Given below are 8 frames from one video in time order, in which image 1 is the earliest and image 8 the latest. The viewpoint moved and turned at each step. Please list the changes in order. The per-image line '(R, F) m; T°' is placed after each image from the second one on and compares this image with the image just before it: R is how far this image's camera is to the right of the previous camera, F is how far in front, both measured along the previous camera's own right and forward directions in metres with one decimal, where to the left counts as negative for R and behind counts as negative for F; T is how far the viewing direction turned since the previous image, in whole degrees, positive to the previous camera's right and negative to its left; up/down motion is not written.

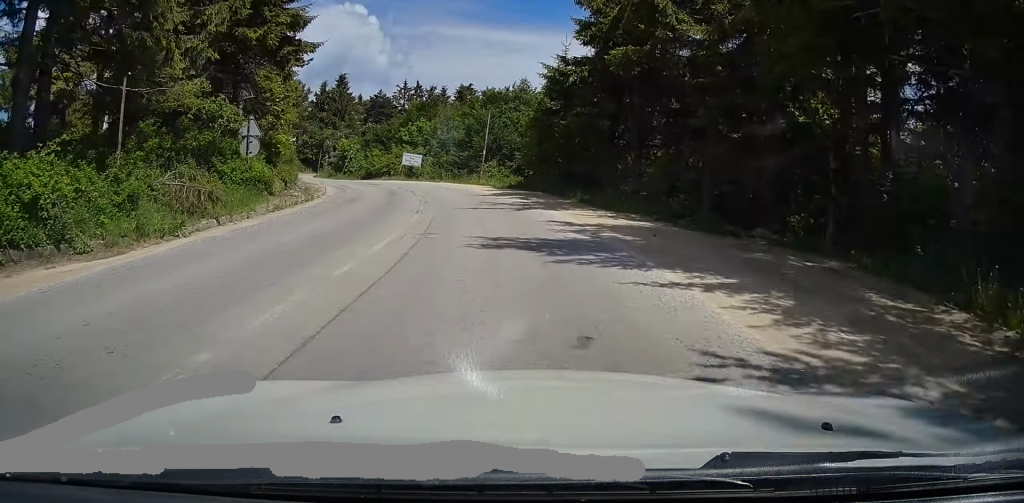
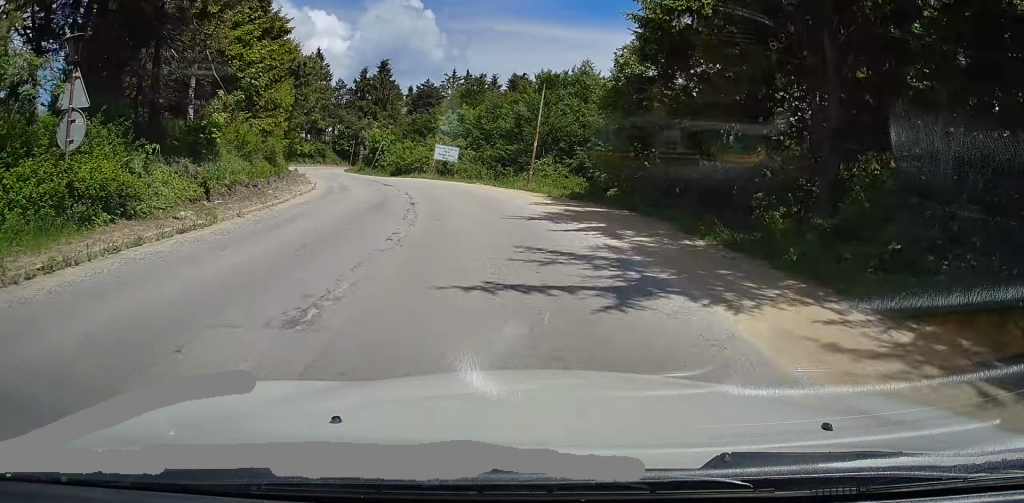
(-0.3, +10.8) m; -6°
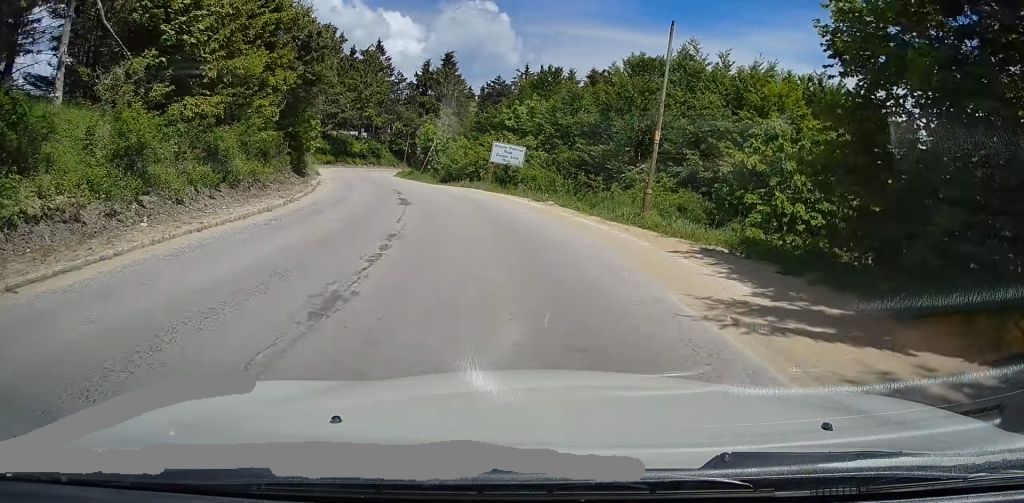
(-0.9, +12.0) m; -8°
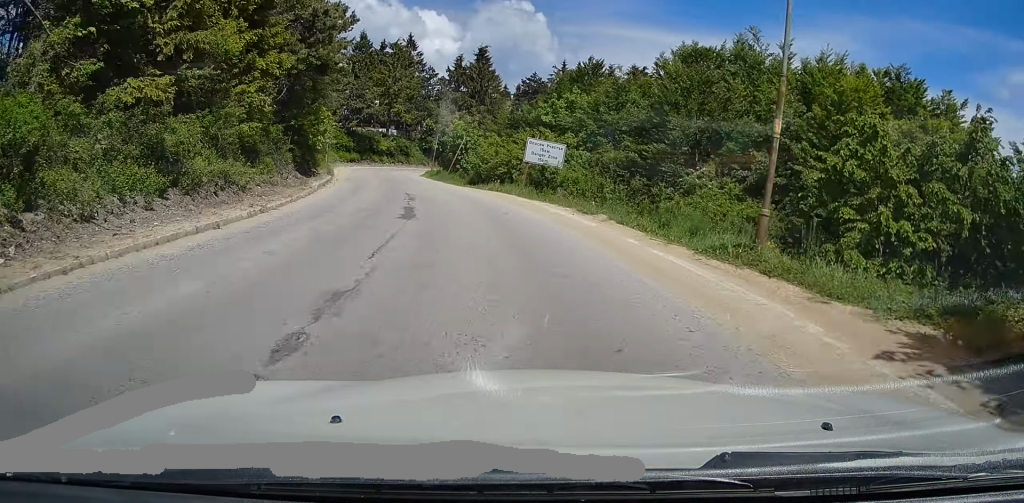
(-0.1, +5.0) m; -3°
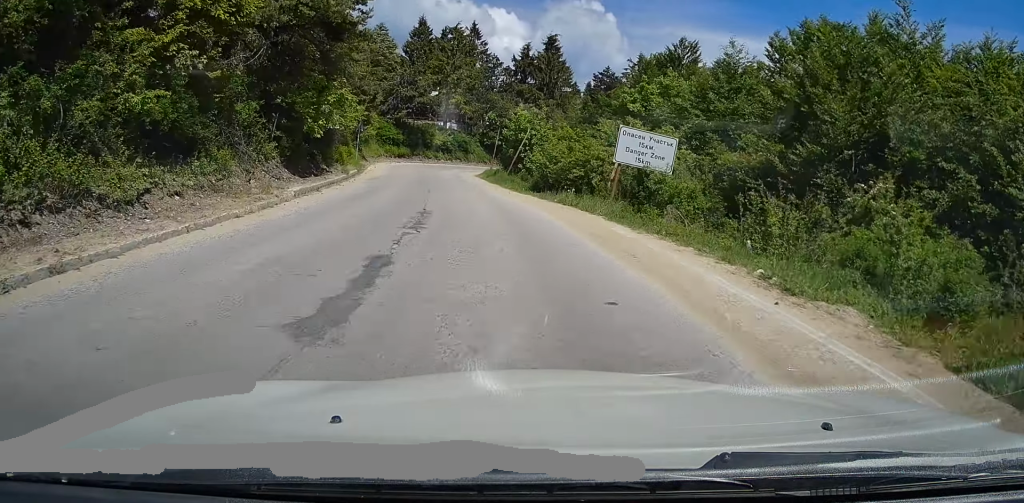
(-0.4, +9.8) m; -5°
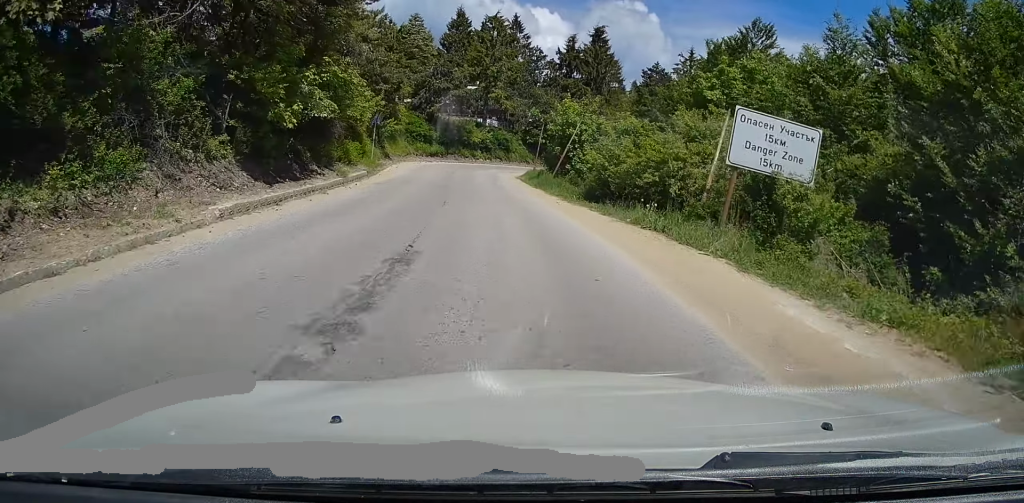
(-0.1, +6.9) m; -3°
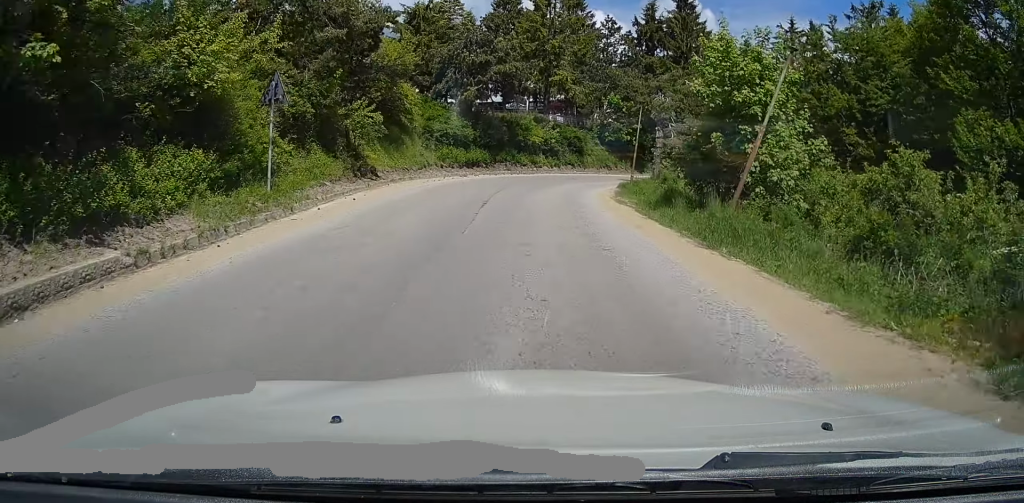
(-1.6, +21.5) m; -2°
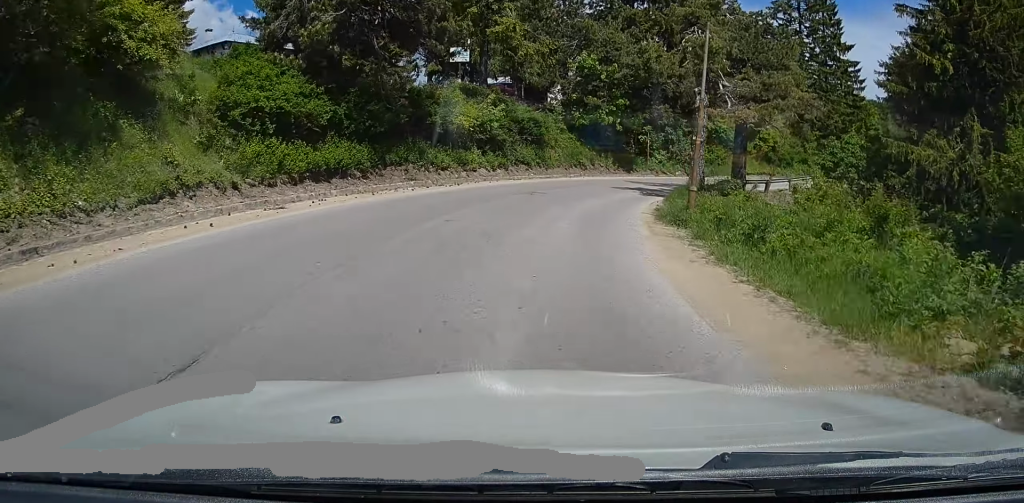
(+1.8, +20.9) m; +10°
